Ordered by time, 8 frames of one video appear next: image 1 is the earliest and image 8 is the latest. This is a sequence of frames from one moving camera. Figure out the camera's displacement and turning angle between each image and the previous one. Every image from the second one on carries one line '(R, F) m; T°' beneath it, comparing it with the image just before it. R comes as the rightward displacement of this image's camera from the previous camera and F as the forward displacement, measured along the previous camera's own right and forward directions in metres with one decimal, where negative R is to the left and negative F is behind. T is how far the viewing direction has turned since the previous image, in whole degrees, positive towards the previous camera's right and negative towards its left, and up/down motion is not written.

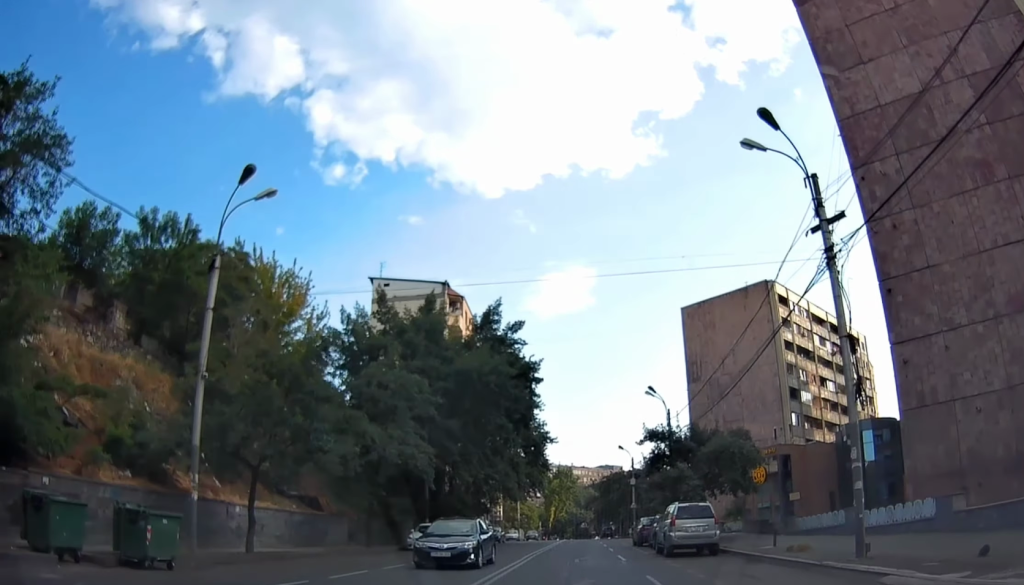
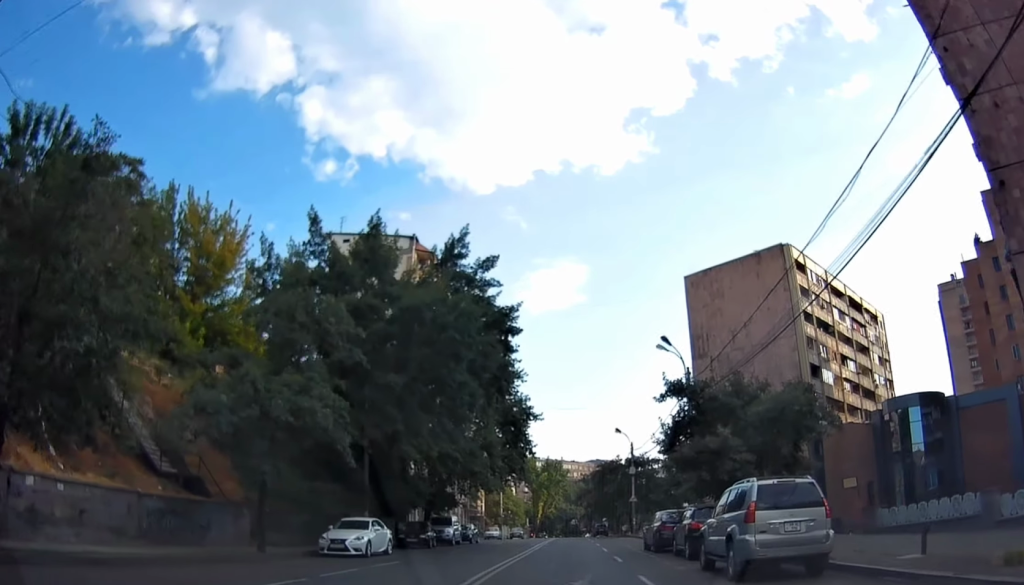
(0.0, +11.3) m; 0°
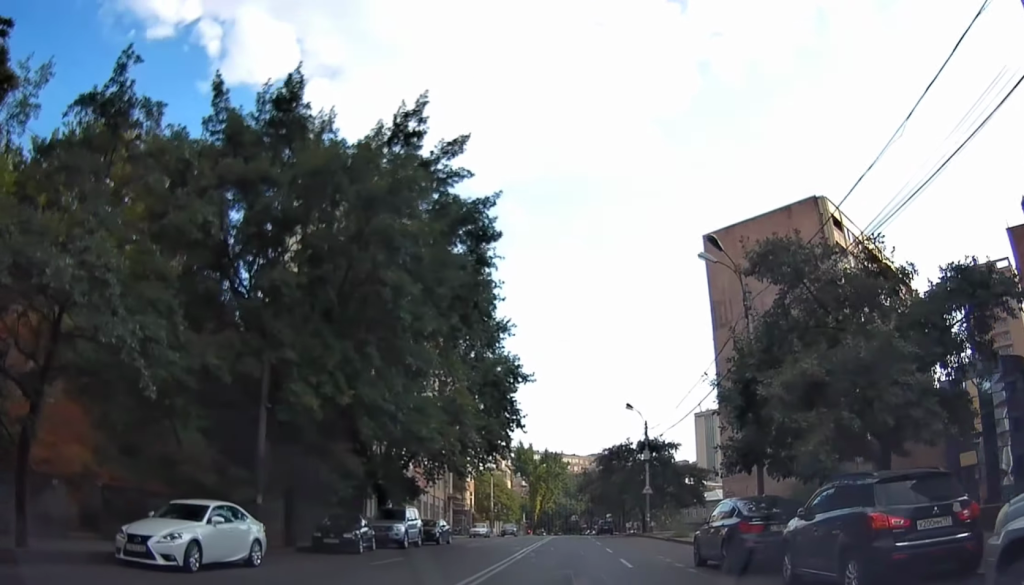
(0.0, +12.0) m; 0°
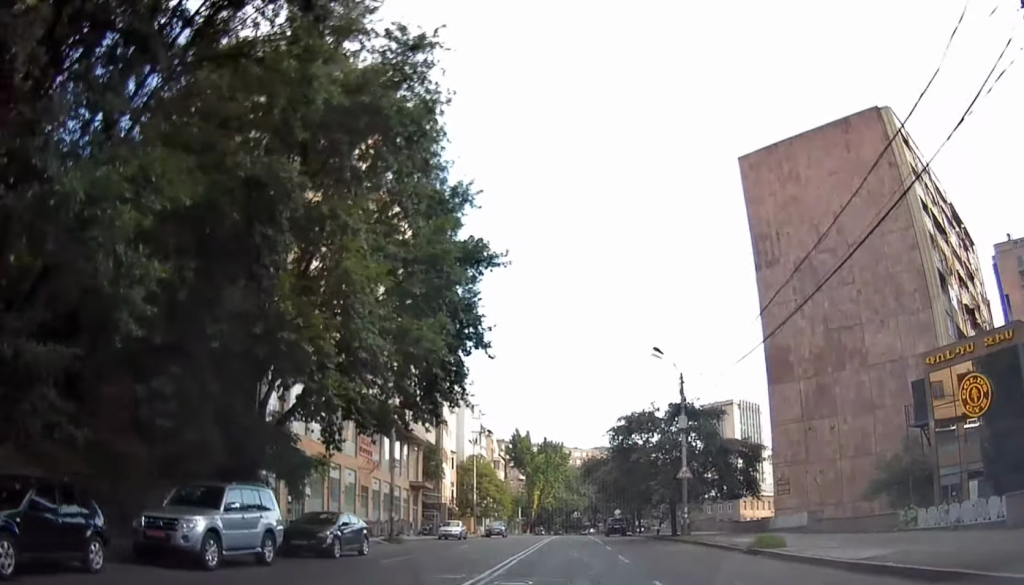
(0.0, +17.1) m; -1°
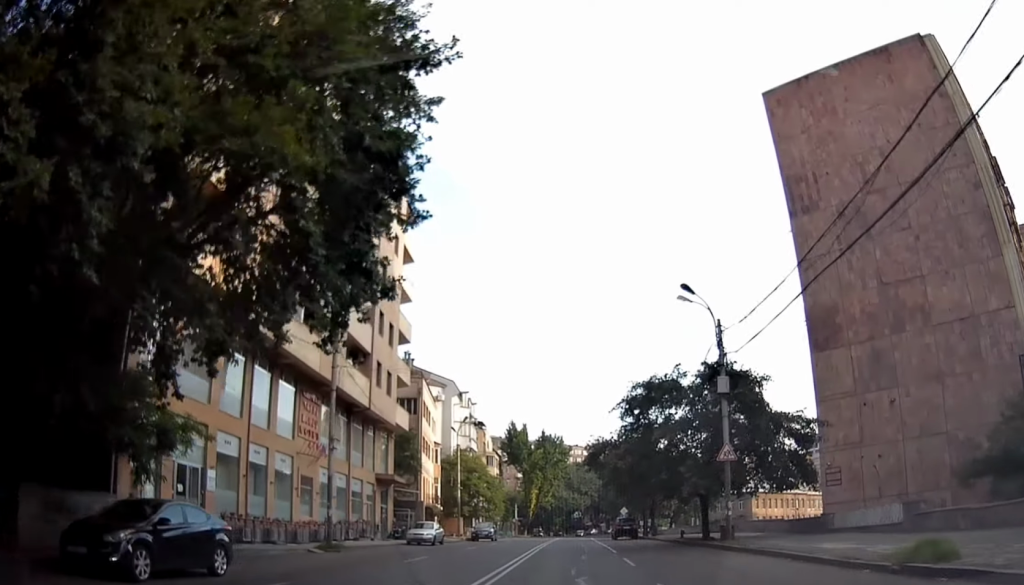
(-0.3, +10.0) m; +1°
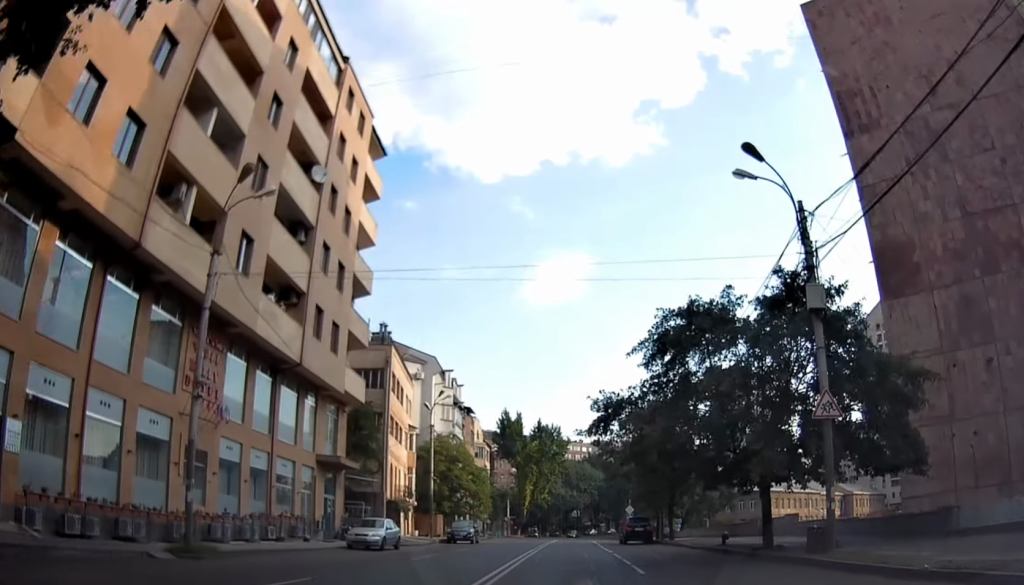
(0.0, +10.9) m; +1°
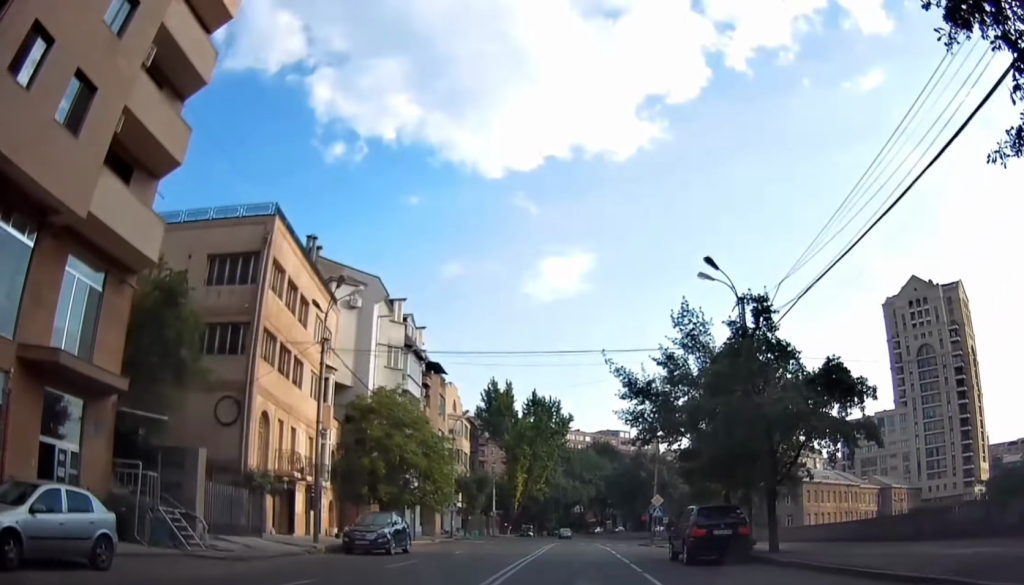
(+0.4, +22.3) m; 0°
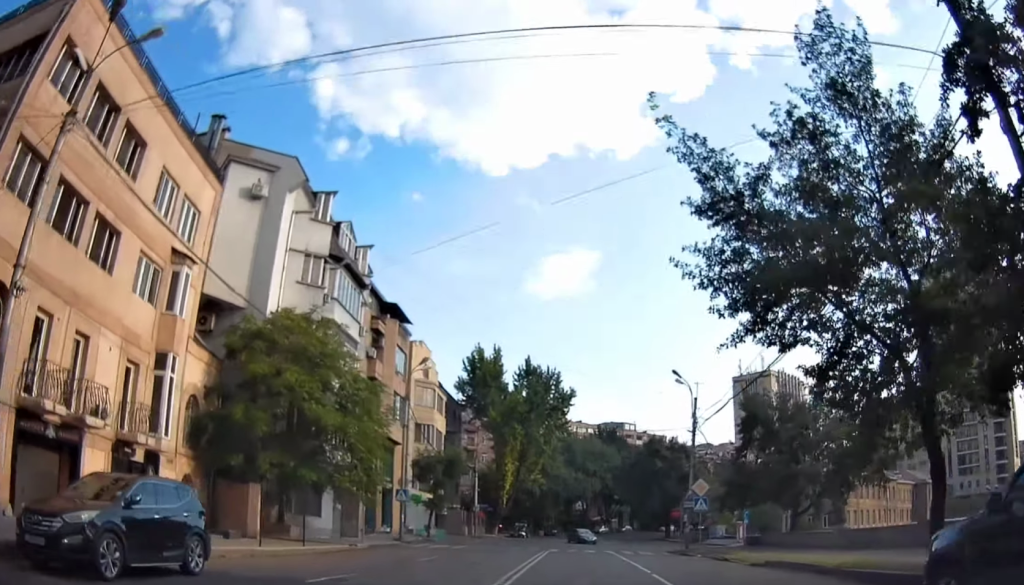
(-0.1, +17.1) m; -3°
